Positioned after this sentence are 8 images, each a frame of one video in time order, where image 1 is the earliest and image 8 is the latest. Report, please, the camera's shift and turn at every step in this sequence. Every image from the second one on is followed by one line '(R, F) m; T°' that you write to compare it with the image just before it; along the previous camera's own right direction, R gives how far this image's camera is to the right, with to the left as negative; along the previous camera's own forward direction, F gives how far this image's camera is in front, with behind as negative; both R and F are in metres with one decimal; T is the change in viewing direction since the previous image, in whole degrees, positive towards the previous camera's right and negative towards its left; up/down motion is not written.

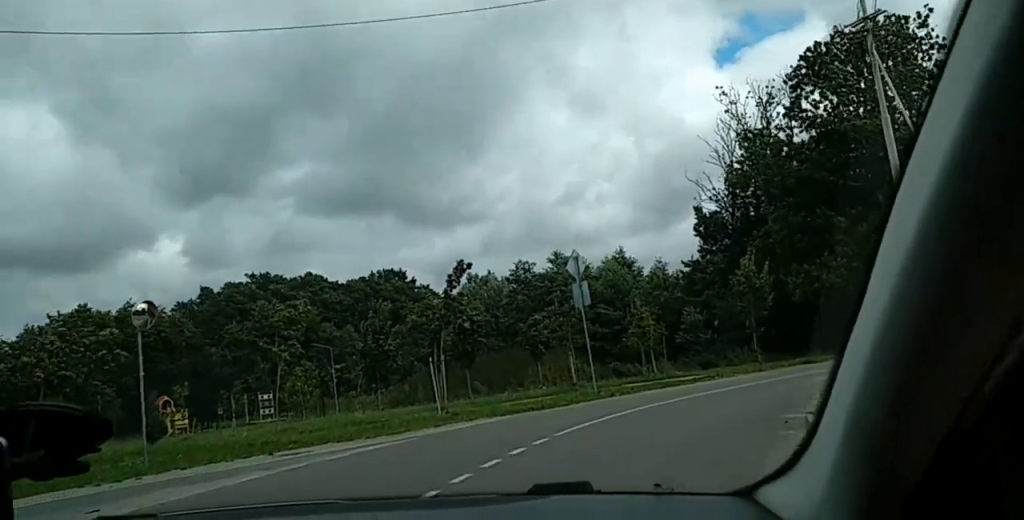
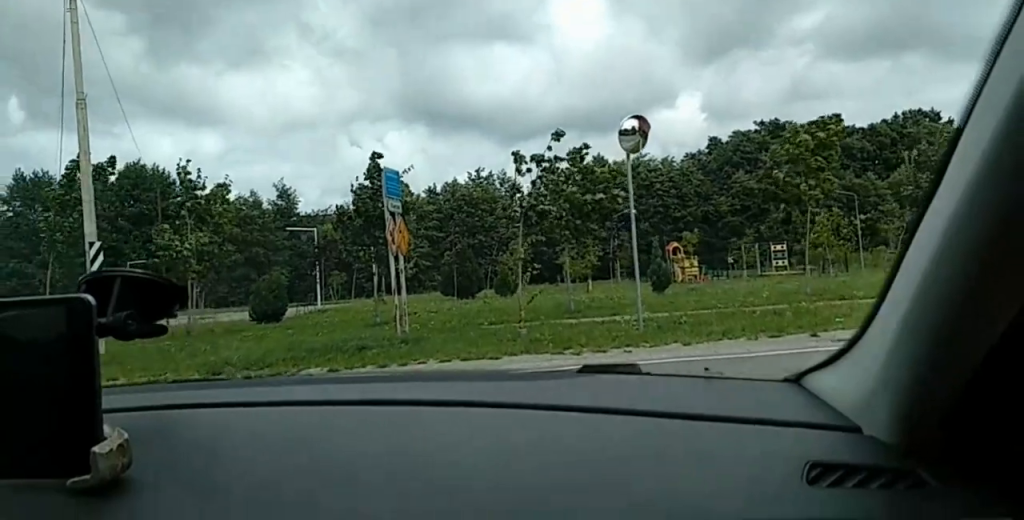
(-2.5, +4.6) m; -61°
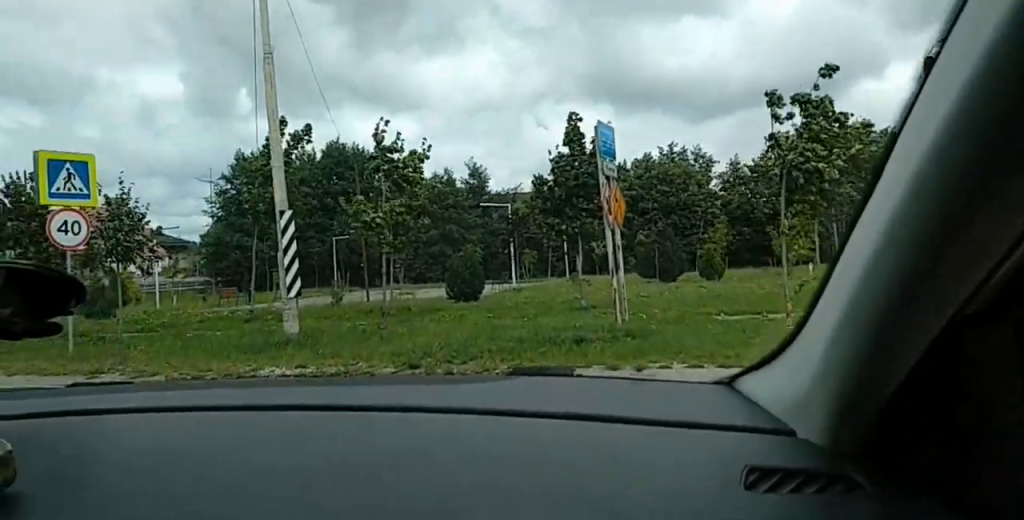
(-0.1, +1.9) m; -8°
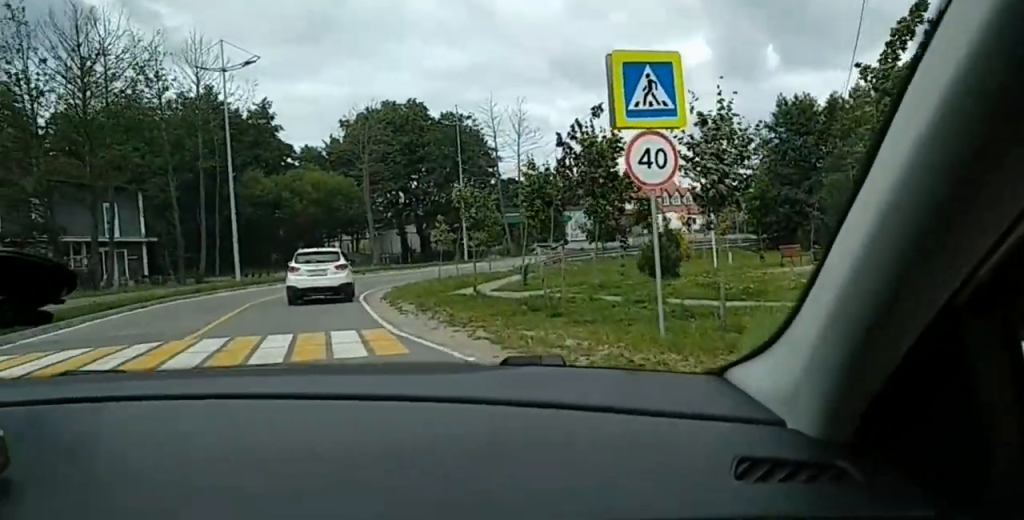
(-0.8, +5.1) m; -16°
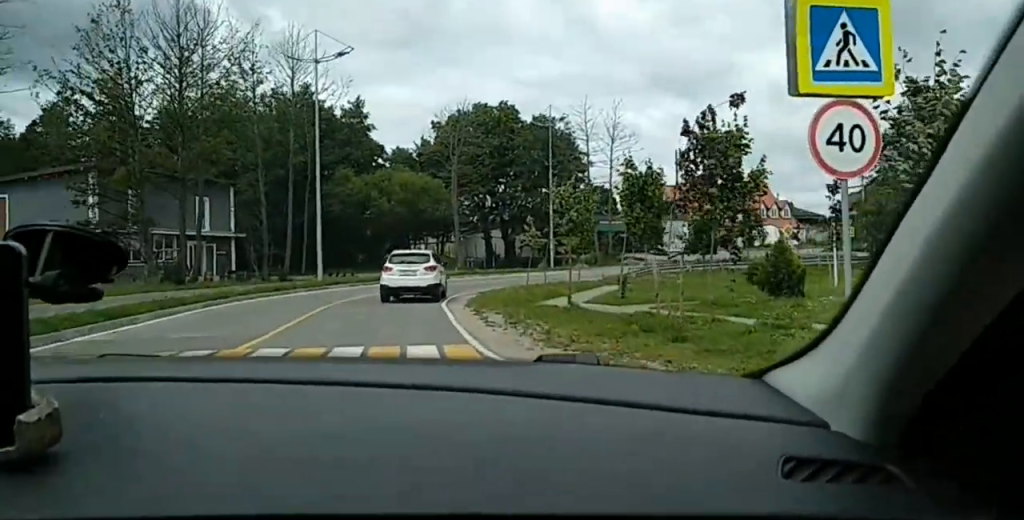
(-0.1, +2.2) m; -4°
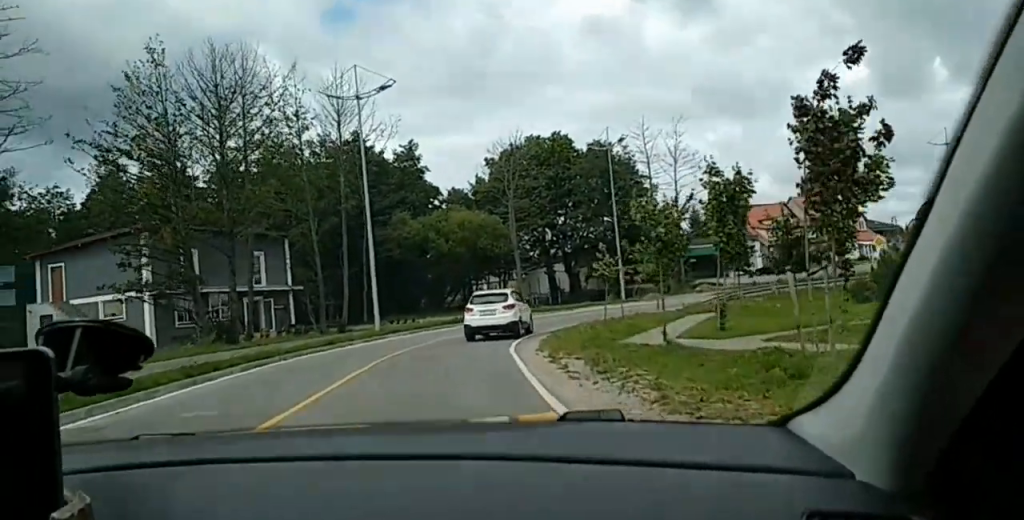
(-0.1, +2.8) m; -4°
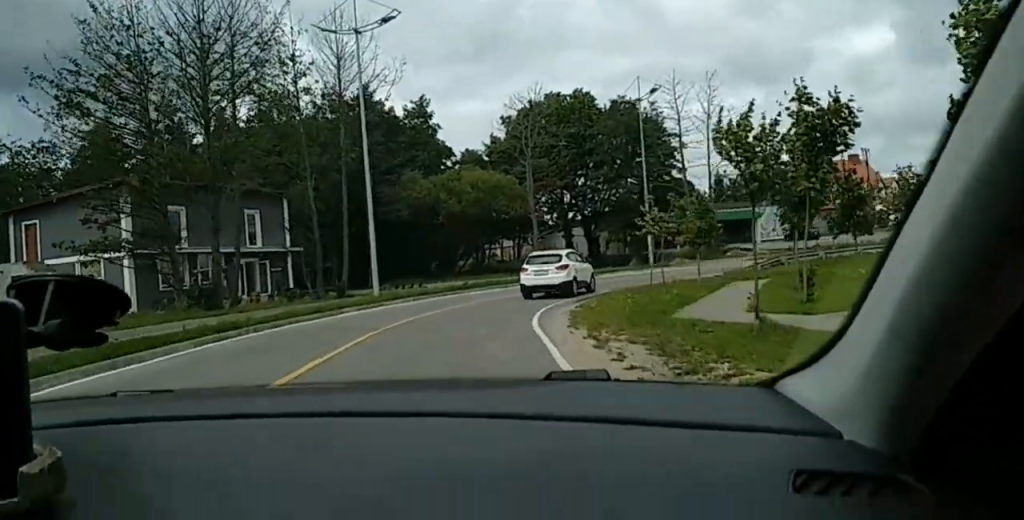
(-0.2, +4.2) m; -2°
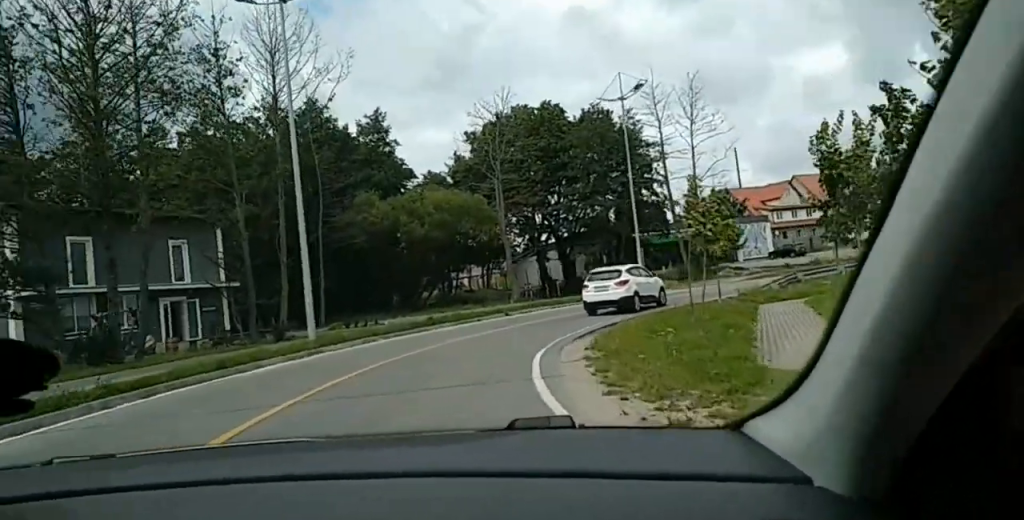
(0.0, +6.0) m; -2°
